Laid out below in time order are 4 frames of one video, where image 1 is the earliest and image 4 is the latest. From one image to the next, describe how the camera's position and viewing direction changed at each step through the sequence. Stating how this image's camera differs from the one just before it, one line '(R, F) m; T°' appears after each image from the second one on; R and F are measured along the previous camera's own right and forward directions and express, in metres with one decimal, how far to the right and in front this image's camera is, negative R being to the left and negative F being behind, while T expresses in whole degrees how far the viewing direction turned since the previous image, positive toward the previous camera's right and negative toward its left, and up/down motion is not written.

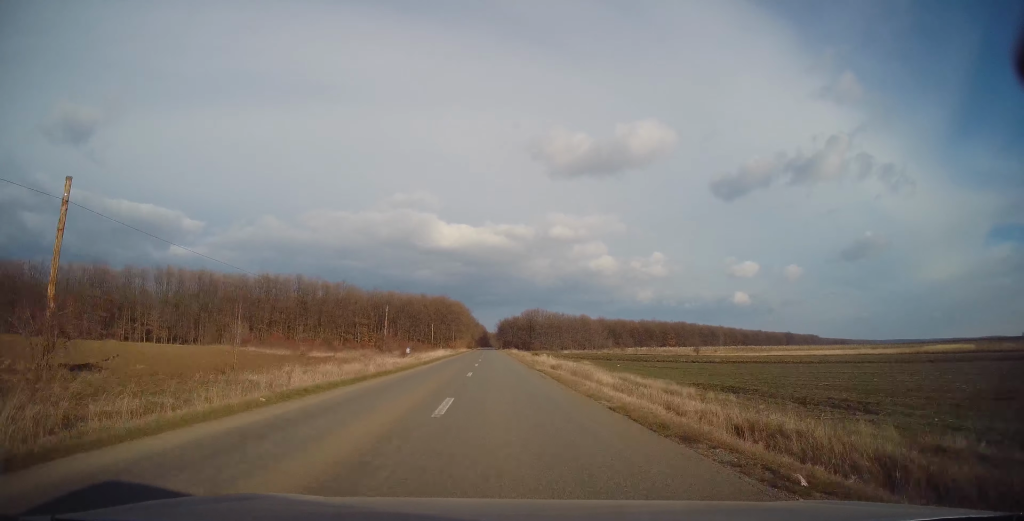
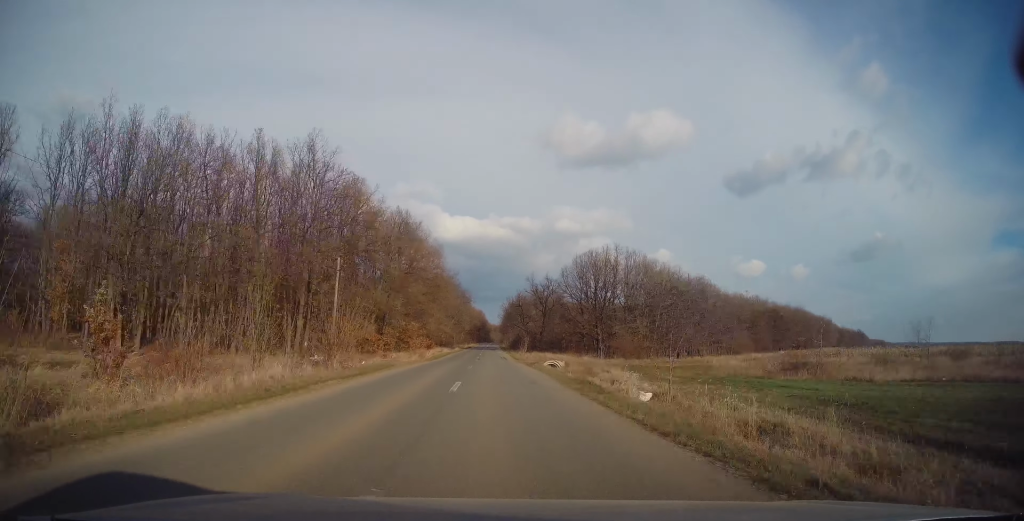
(-0.5, +123.1) m; -1°
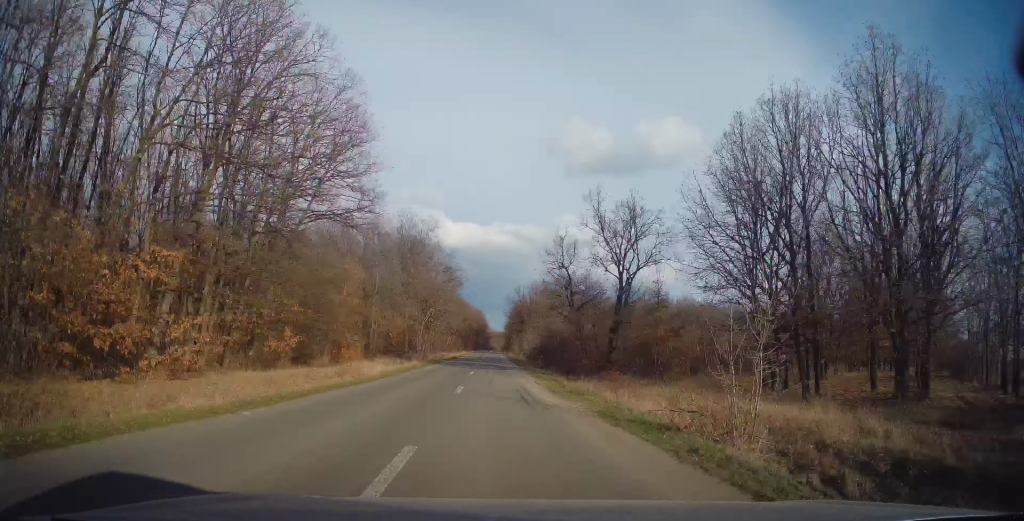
(-0.2, +55.8) m; -1°
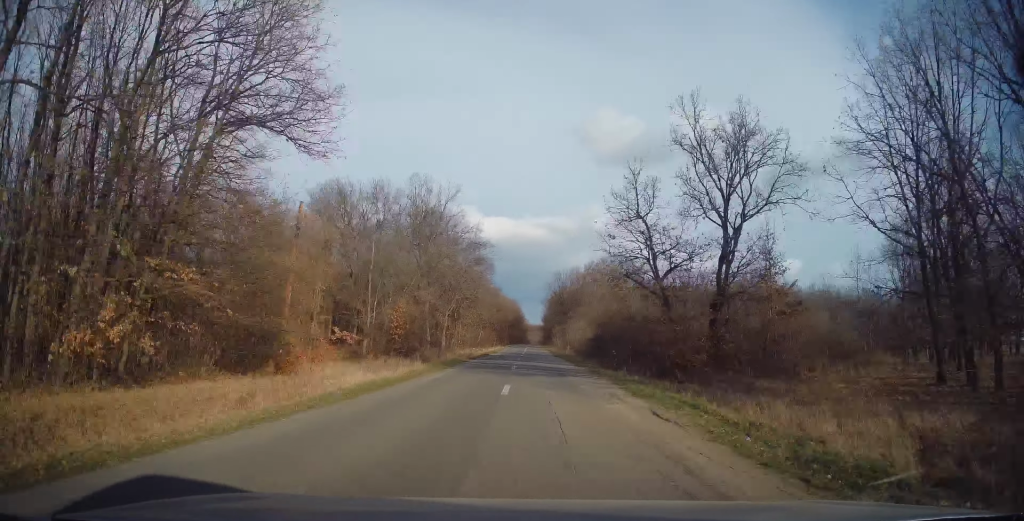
(+0.1, +13.7) m; 0°
